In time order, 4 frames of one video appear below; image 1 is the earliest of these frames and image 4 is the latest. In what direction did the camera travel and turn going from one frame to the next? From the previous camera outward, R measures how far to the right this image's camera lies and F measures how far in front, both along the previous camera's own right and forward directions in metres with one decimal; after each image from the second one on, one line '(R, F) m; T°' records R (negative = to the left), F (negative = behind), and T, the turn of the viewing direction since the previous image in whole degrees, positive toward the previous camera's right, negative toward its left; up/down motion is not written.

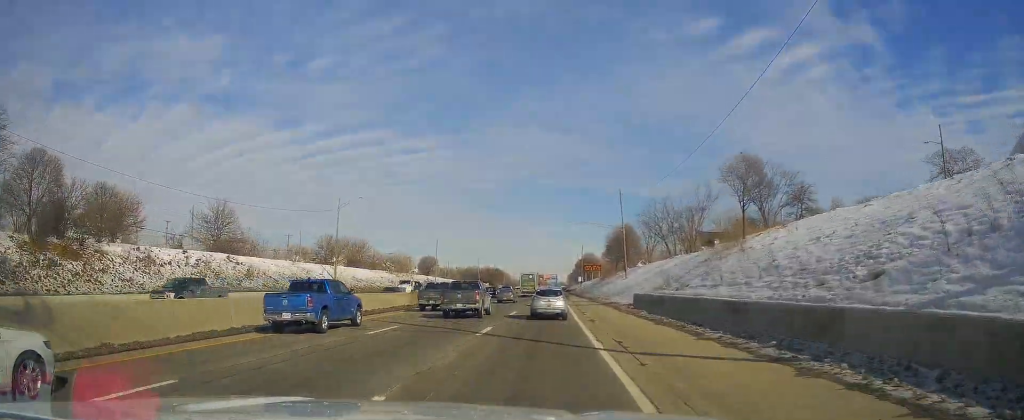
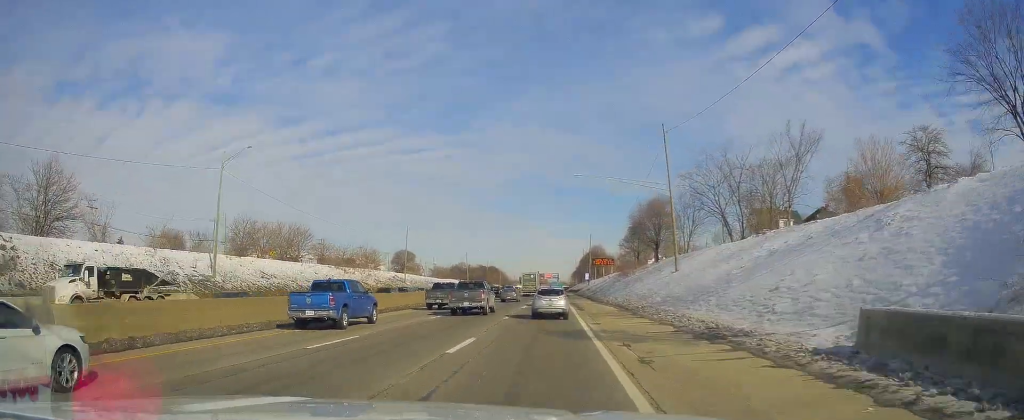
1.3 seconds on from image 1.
(+0.3, +35.6) m; +1°
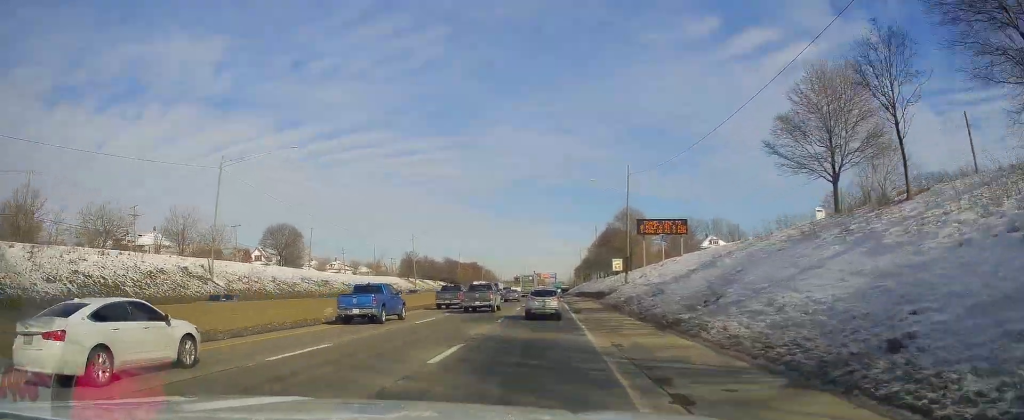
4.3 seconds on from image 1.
(0.0, +78.1) m; 0°
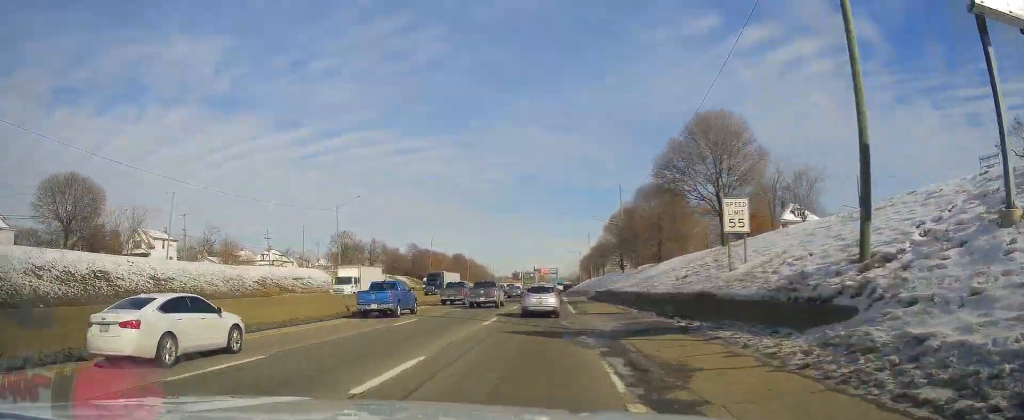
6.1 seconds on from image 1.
(+0.3, +49.5) m; -1°
